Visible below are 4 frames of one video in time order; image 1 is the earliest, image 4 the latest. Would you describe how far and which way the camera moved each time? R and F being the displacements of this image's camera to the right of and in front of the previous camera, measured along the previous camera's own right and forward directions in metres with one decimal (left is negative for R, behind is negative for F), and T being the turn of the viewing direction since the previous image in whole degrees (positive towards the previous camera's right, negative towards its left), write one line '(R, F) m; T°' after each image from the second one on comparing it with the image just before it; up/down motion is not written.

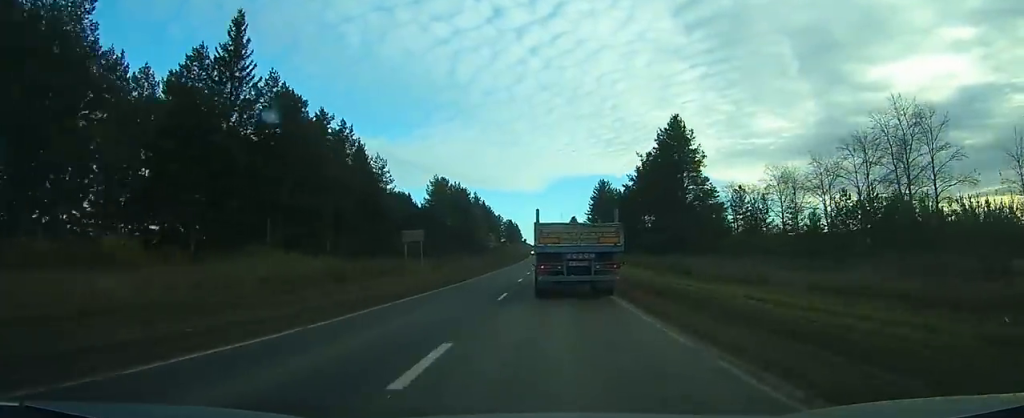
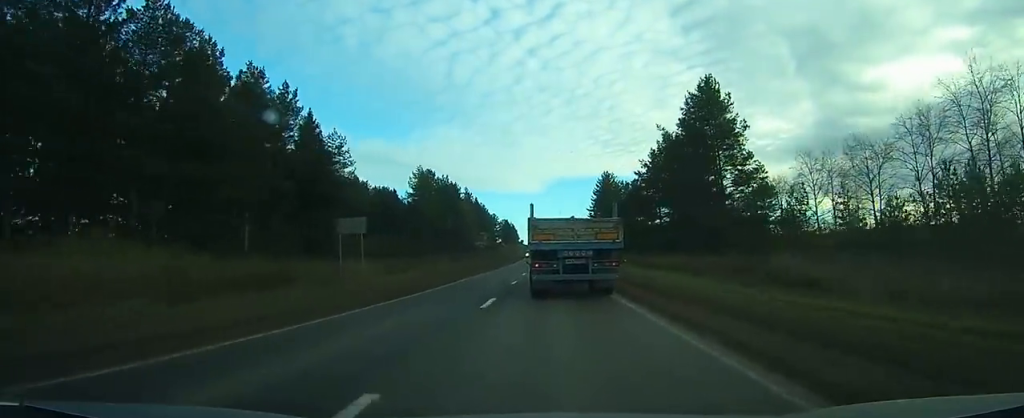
(-0.1, +15.0) m; 0°
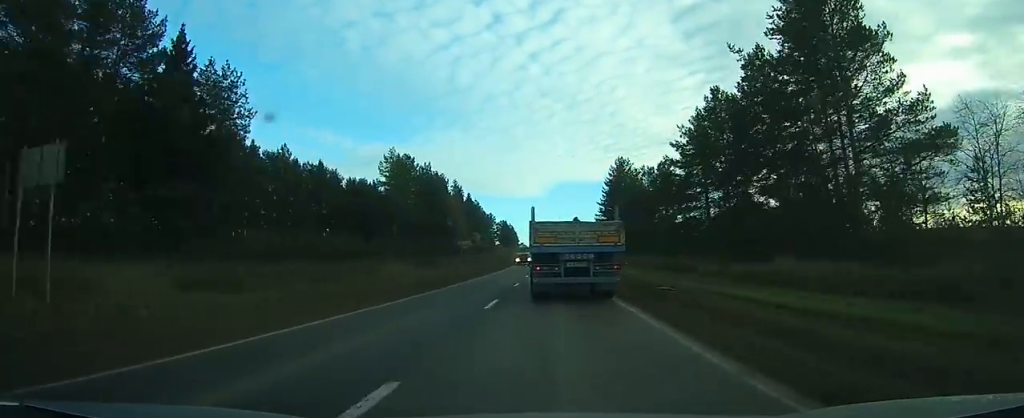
(0.0, +23.7) m; 0°
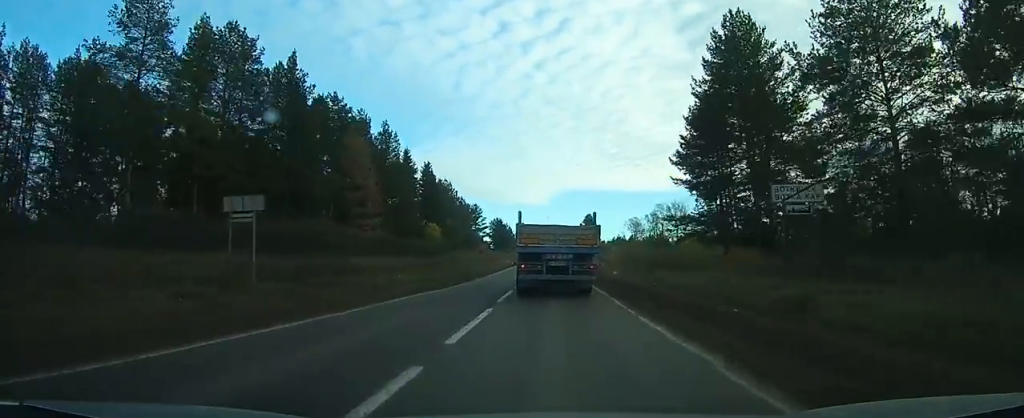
(+0.2, +67.8) m; 0°
